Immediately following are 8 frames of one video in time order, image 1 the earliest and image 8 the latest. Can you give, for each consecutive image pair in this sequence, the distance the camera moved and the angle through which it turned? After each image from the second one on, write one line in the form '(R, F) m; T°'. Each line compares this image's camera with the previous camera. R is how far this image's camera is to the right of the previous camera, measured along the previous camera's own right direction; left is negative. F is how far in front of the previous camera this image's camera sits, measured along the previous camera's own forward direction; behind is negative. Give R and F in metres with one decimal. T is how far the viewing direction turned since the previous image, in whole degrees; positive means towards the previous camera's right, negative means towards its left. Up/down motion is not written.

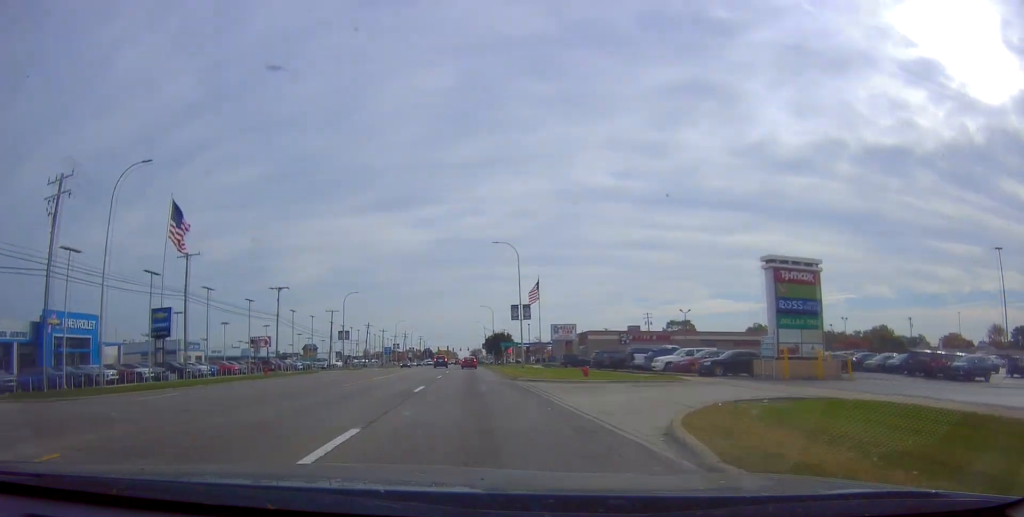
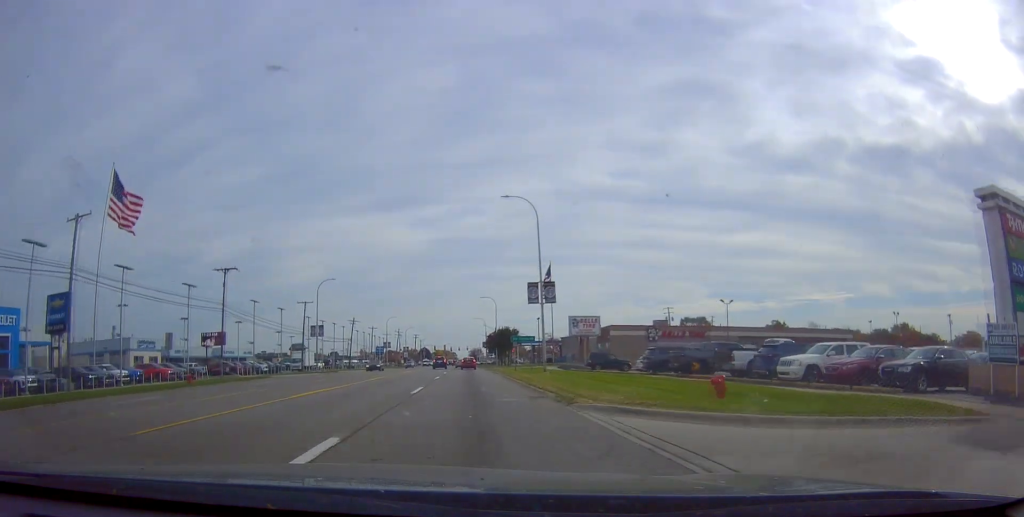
(-0.2, +16.4) m; 0°
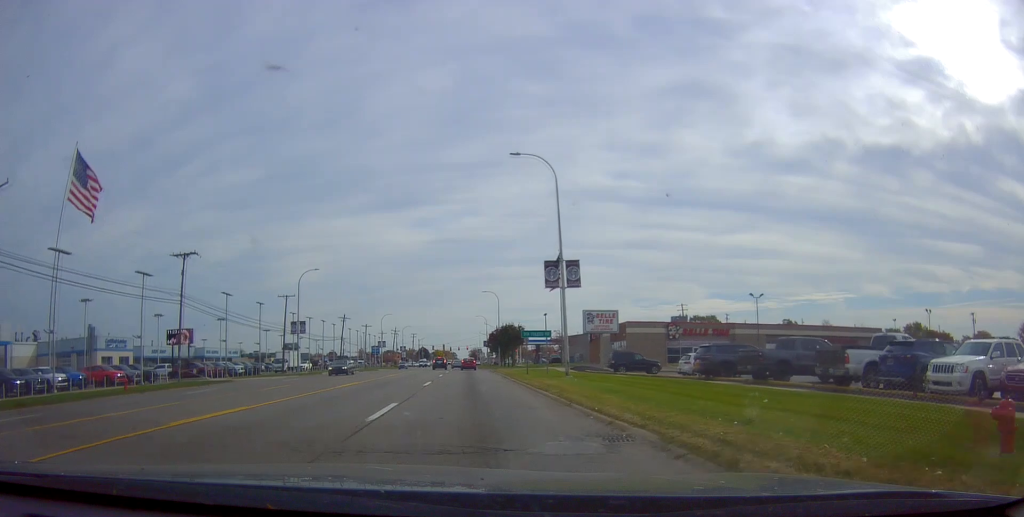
(+0.3, +8.9) m; 0°
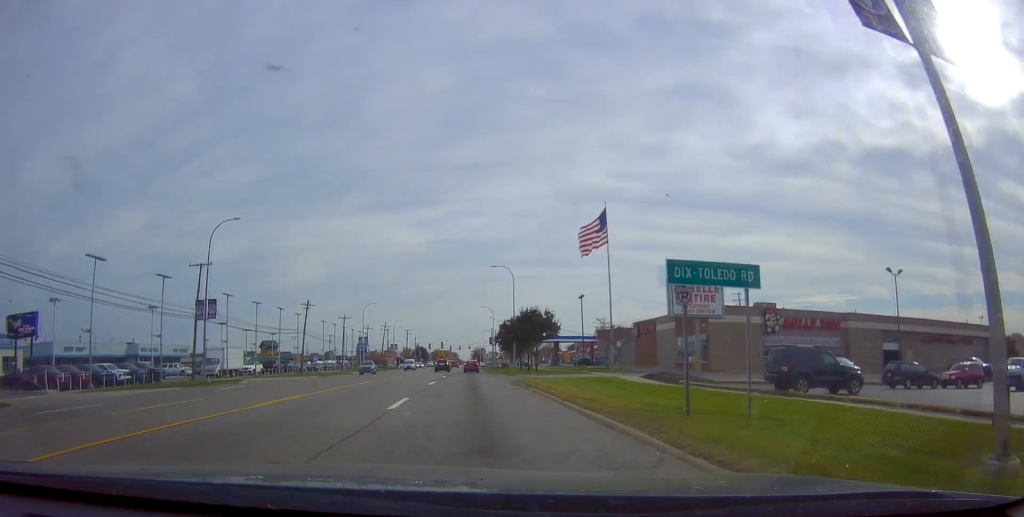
(-0.1, +26.4) m; 0°
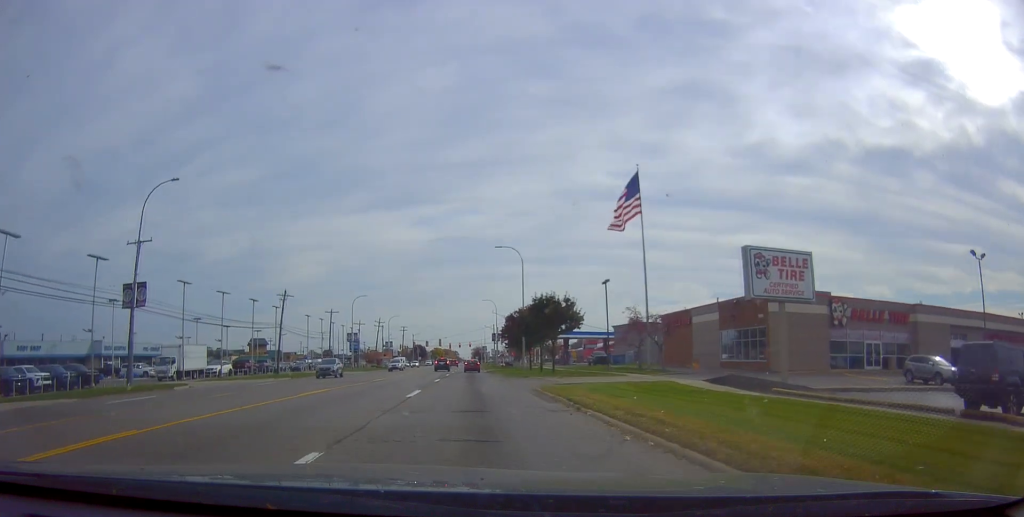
(0.0, +10.8) m; 0°
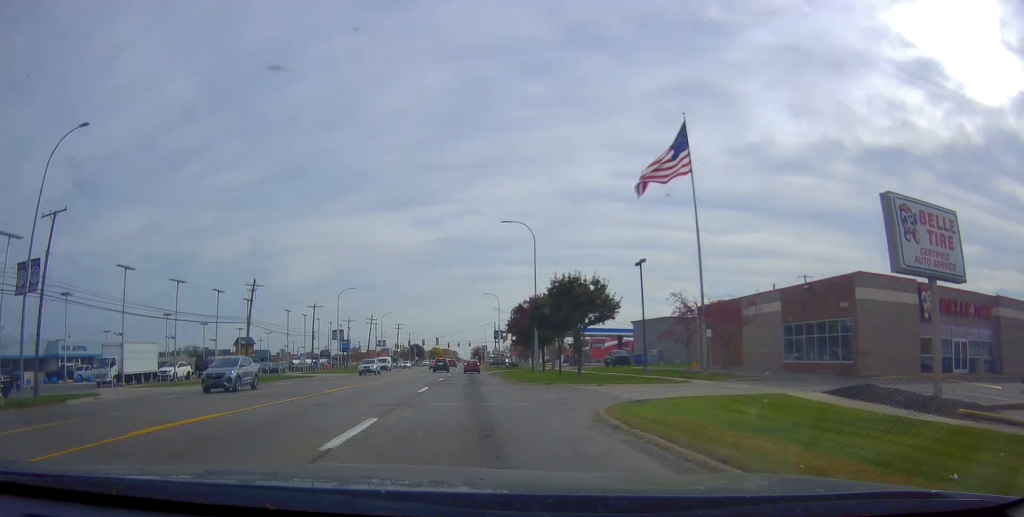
(-0.3, +10.6) m; 0°
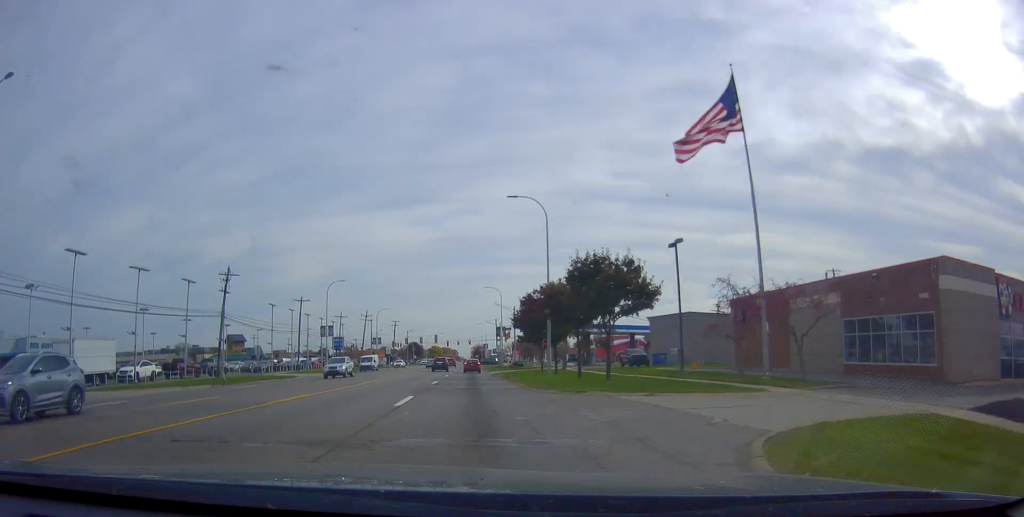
(+0.2, +7.1) m; +1°
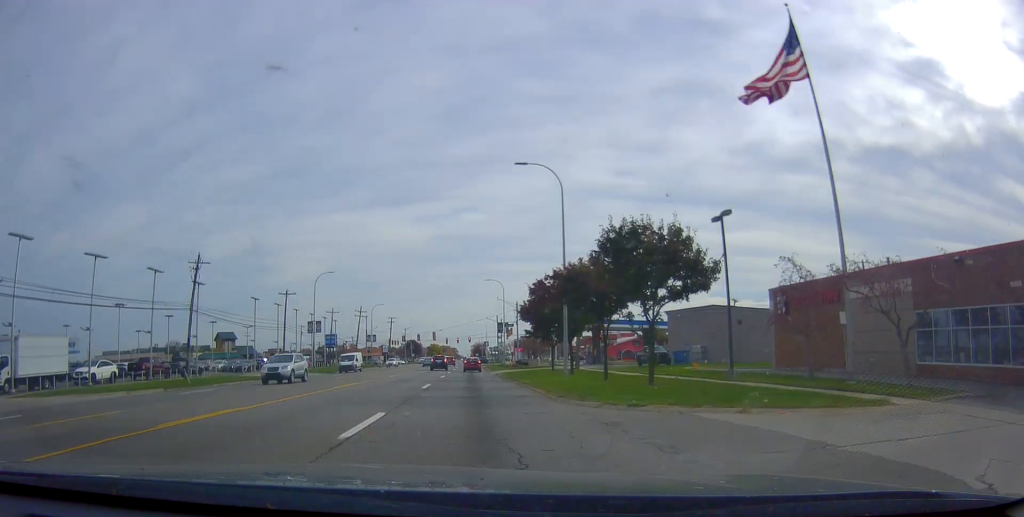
(+0.1, +6.6) m; +1°
